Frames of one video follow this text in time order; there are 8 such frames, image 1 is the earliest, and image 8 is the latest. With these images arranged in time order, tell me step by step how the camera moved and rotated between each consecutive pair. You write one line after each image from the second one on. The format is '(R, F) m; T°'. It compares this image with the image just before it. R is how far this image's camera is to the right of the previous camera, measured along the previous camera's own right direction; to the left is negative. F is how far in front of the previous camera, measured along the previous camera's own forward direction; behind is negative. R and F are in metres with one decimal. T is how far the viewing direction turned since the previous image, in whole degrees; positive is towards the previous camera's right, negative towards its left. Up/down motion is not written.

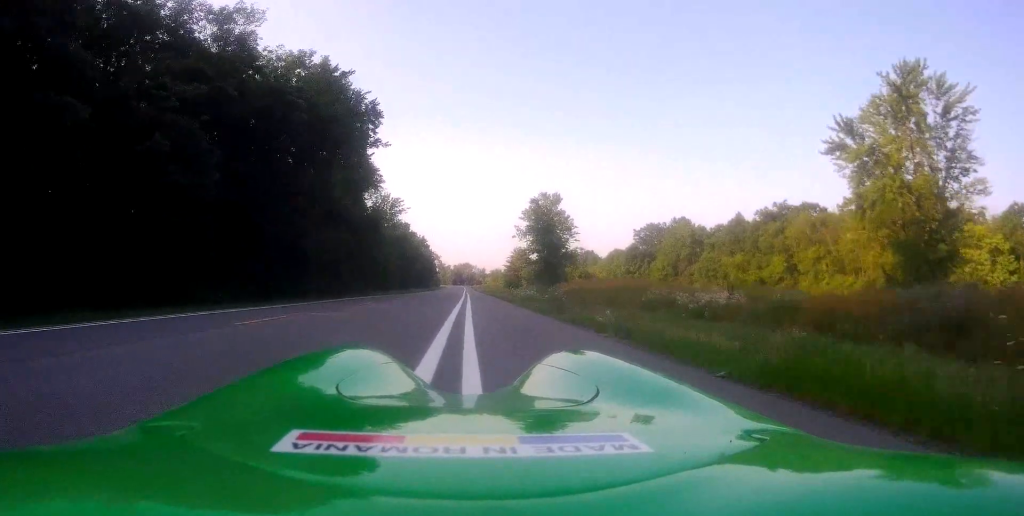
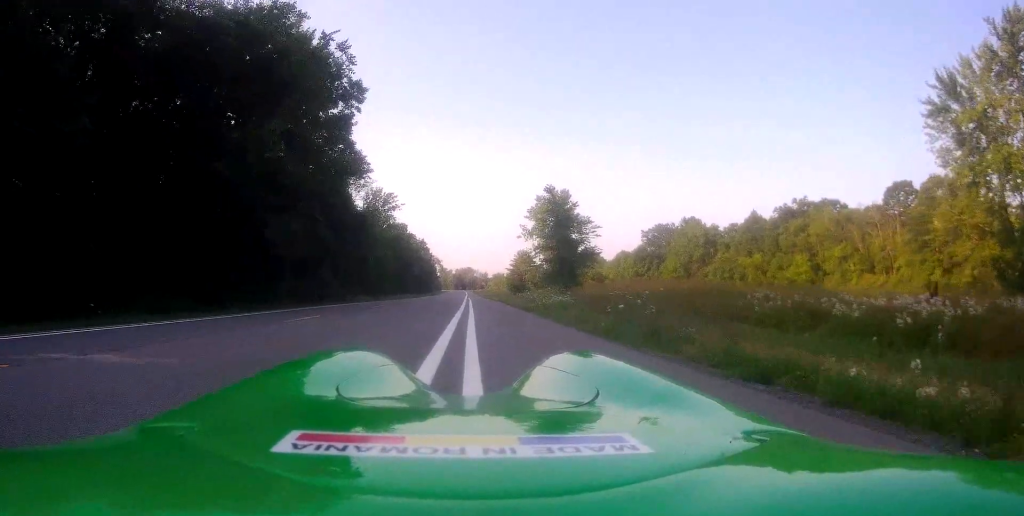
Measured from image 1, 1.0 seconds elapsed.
(-0.3, +9.3) m; -2°
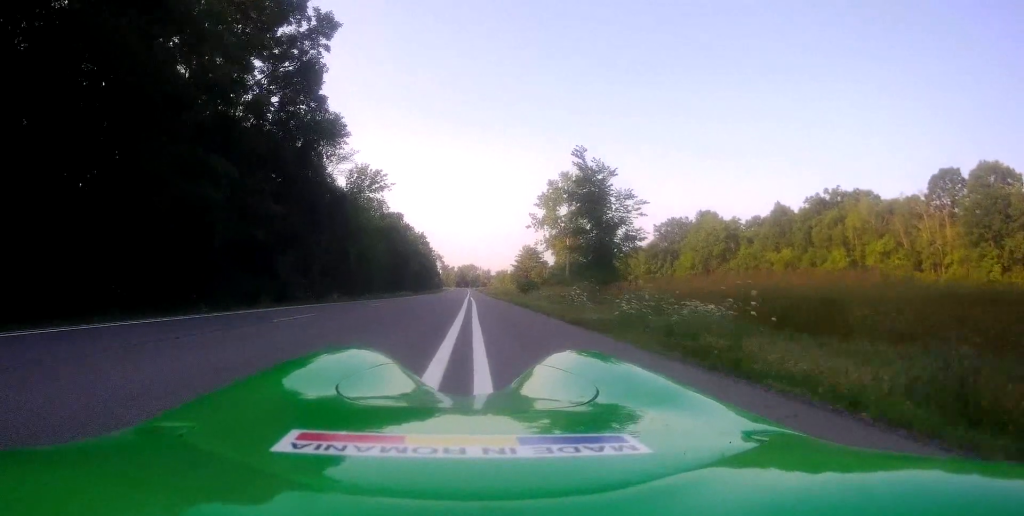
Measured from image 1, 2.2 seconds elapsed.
(-0.1, +12.5) m; 0°
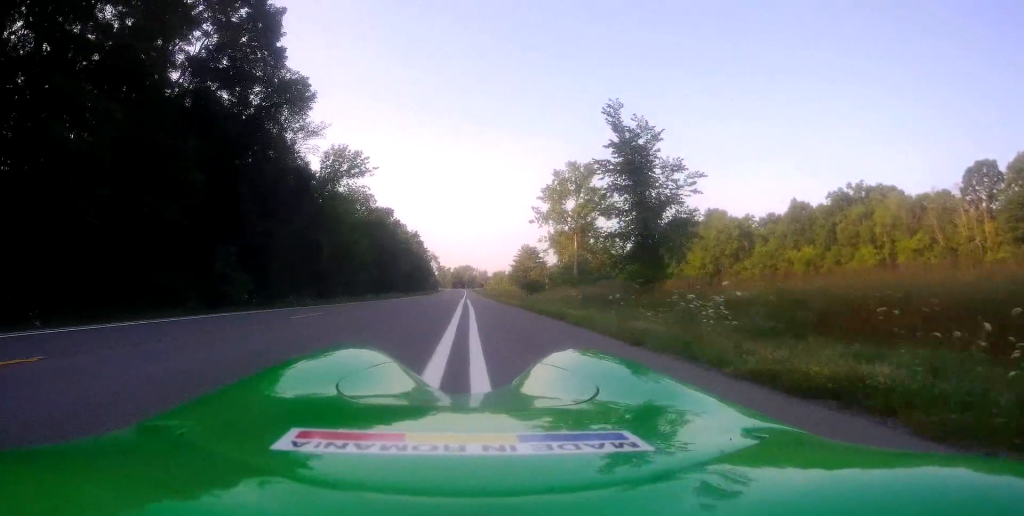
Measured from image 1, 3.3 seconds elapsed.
(0.0, +10.0) m; 0°
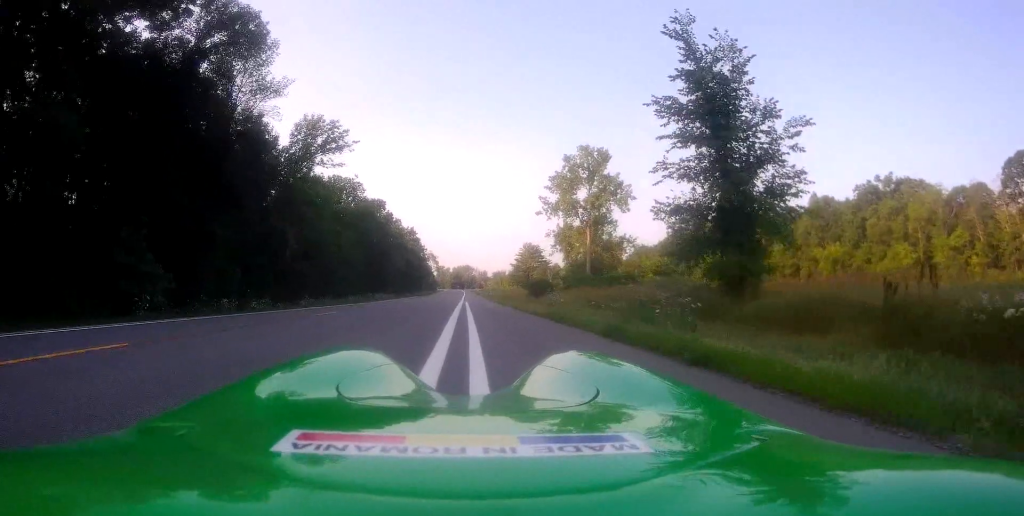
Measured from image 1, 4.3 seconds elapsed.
(0.0, +9.4) m; 0°
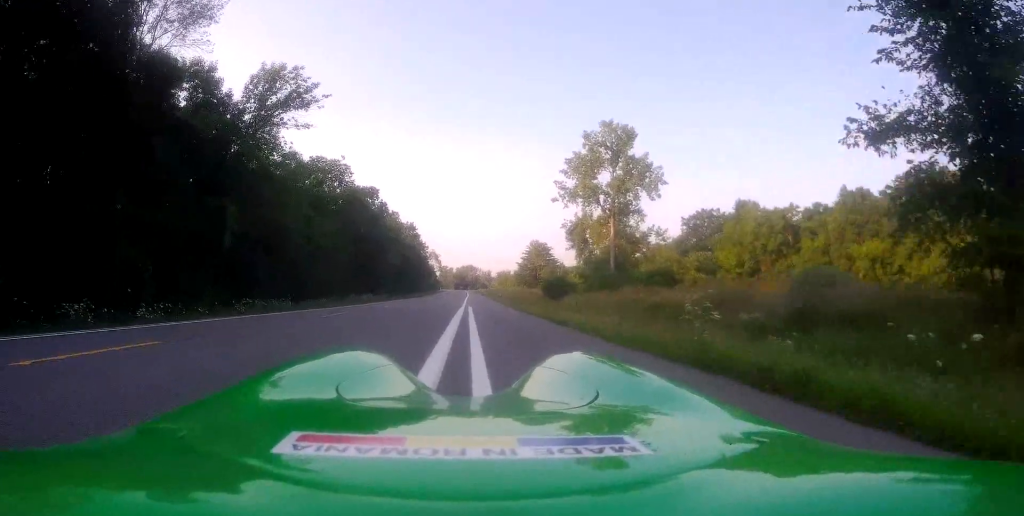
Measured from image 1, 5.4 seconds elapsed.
(0.0, +10.6) m; 0°
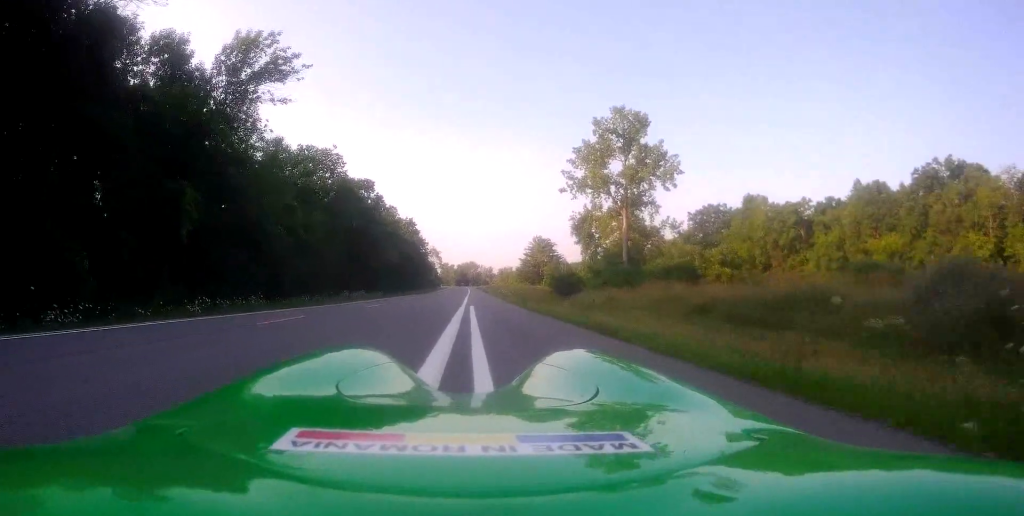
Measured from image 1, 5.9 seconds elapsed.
(0.0, +4.8) m; 0°
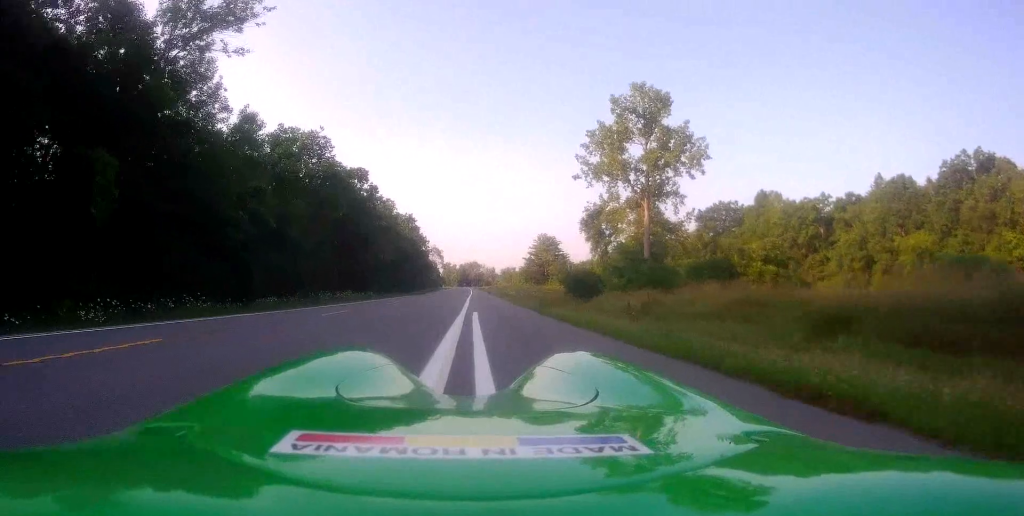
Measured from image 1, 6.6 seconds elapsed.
(0.0, +7.0) m; 0°
